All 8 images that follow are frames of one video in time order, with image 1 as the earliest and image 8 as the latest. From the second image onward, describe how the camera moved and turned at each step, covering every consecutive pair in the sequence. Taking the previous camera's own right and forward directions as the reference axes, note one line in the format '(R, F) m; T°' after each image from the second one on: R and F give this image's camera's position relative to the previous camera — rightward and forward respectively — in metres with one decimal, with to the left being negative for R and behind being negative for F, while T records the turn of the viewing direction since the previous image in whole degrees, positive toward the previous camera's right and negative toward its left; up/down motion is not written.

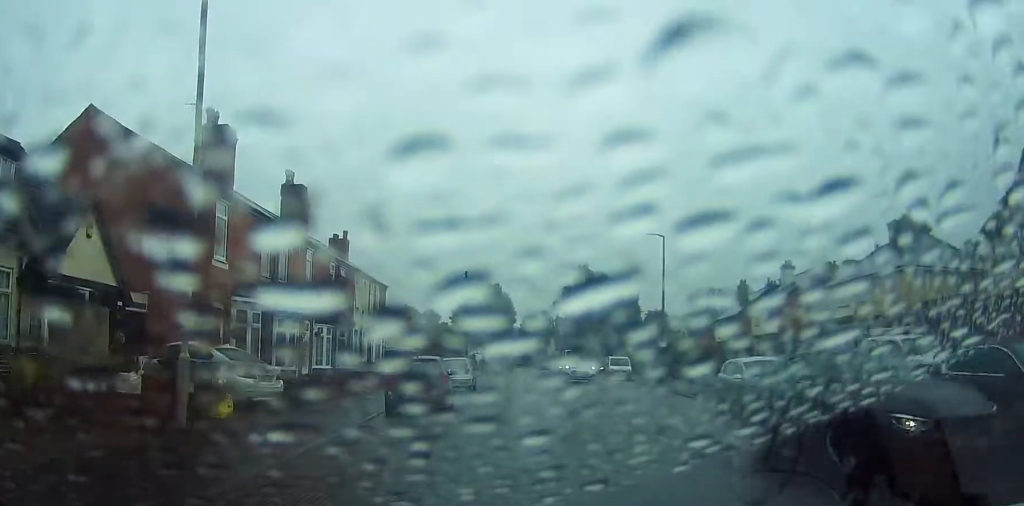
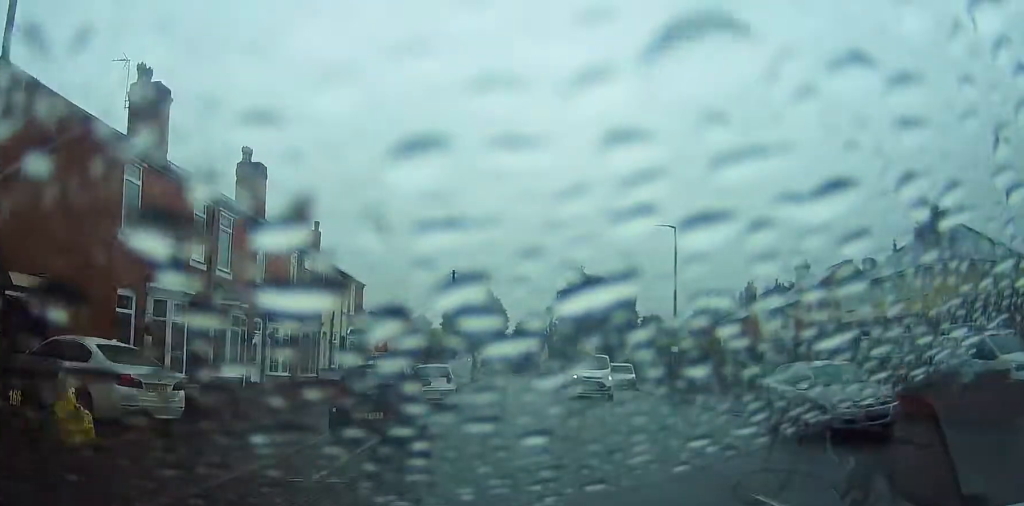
(0.0, +4.8) m; 0°
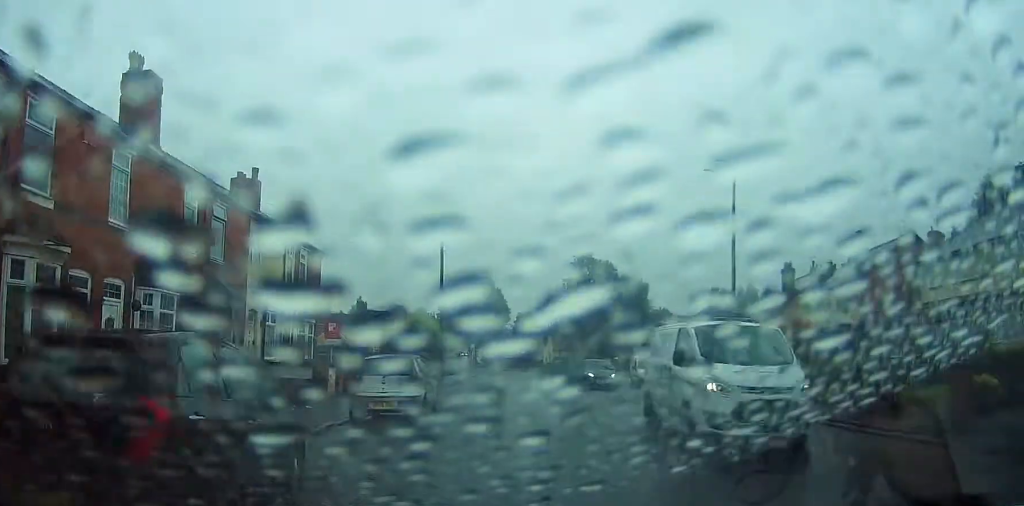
(0.0, +9.3) m; -2°
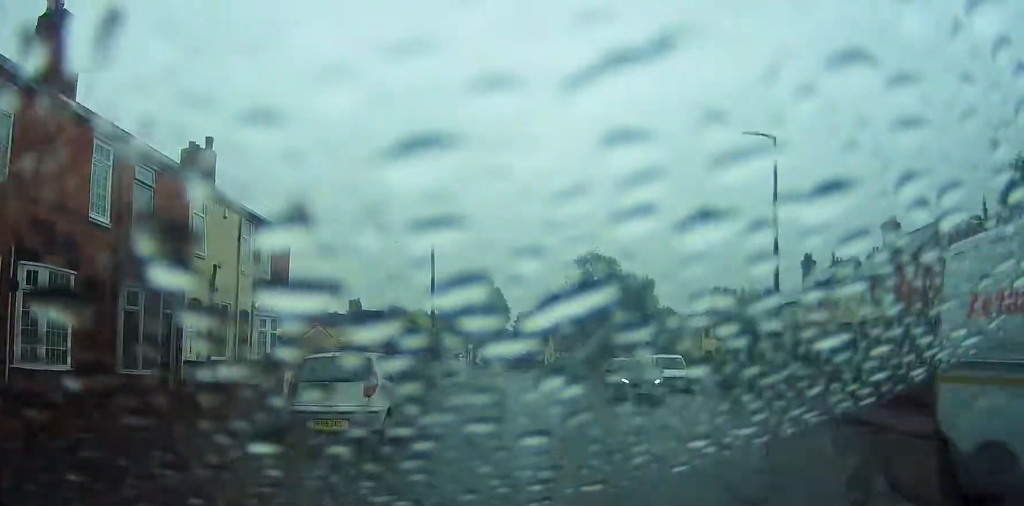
(0.0, +4.7) m; 0°
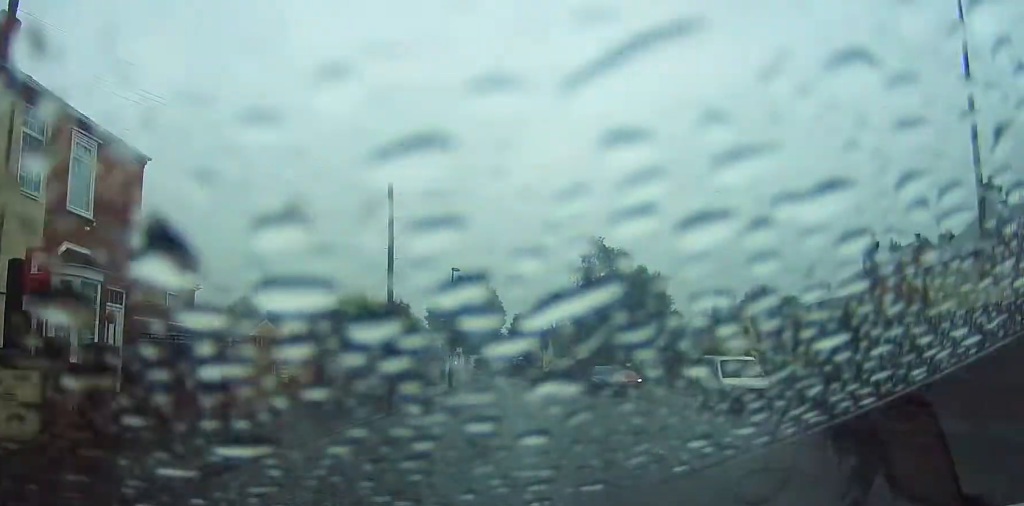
(-0.1, +11.9) m; +1°
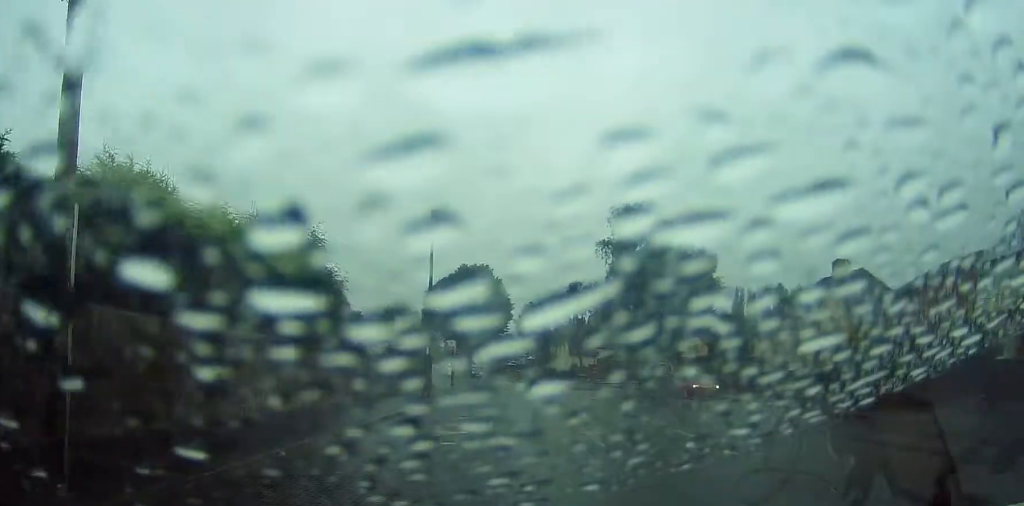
(+0.2, +19.1) m; -1°
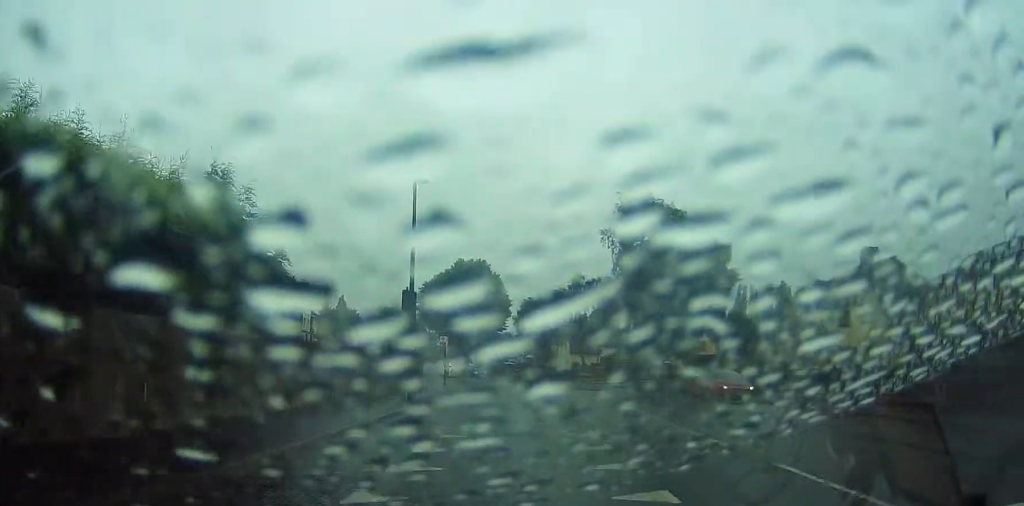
(-0.2, +5.5) m; 0°
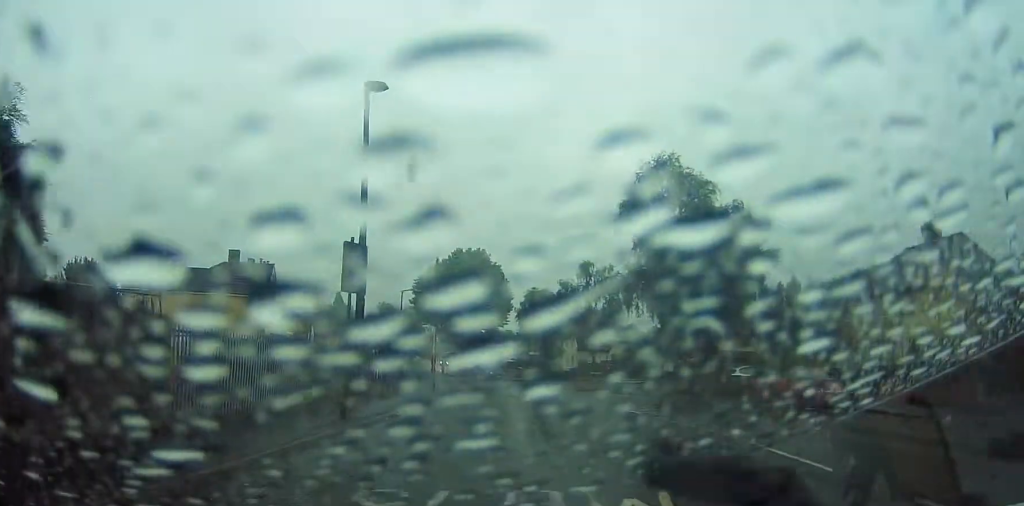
(+0.1, +9.4) m; 0°
